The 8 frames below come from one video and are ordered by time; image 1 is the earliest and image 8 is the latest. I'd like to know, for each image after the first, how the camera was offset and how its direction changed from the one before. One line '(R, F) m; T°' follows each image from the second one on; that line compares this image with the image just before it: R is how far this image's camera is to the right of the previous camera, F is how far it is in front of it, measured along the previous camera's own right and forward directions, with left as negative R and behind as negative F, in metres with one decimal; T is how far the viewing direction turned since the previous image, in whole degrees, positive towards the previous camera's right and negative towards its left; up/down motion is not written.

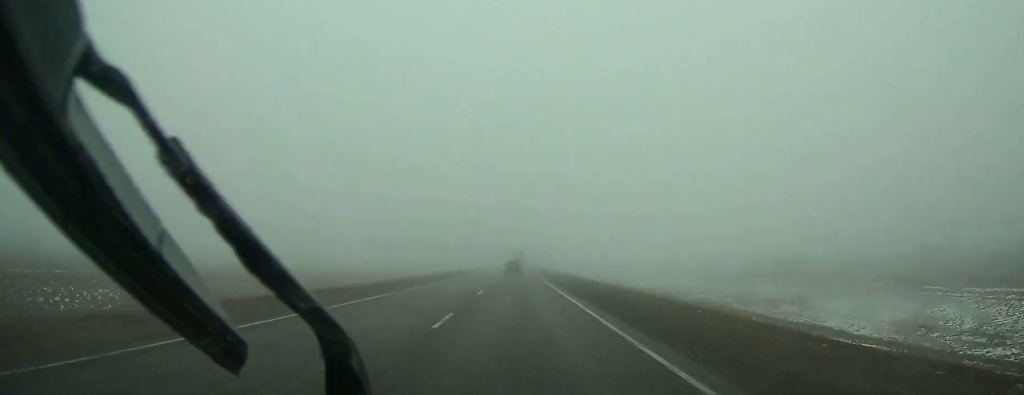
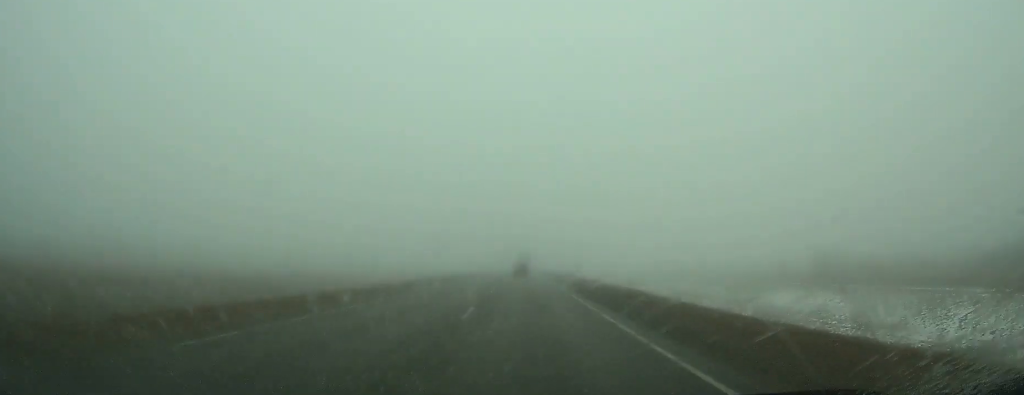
(-0.3, +76.0) m; 0°
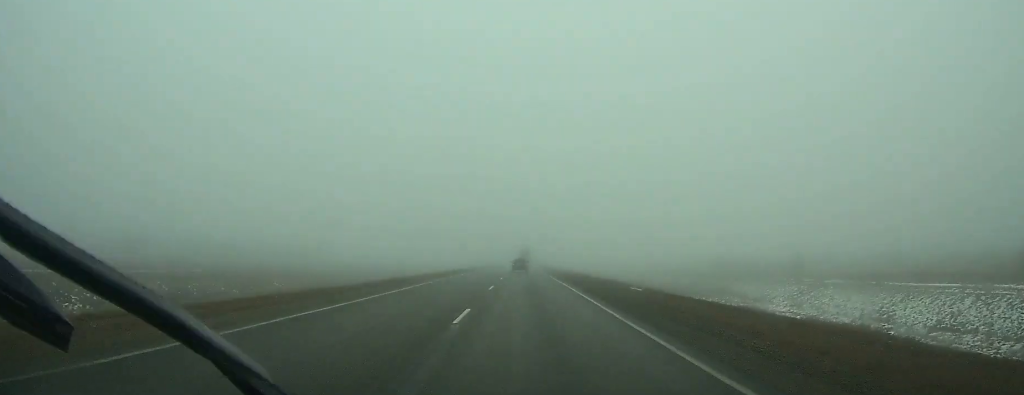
(+0.1, +45.8) m; 0°
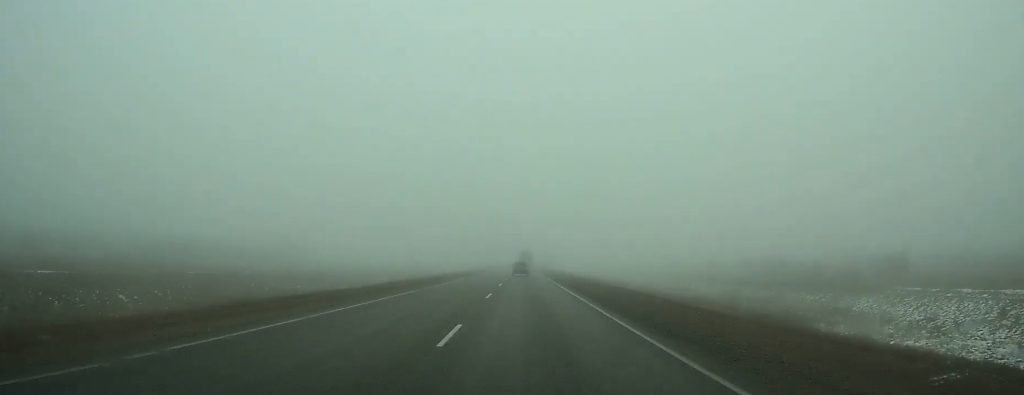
(0.0, +25.6) m; 0°
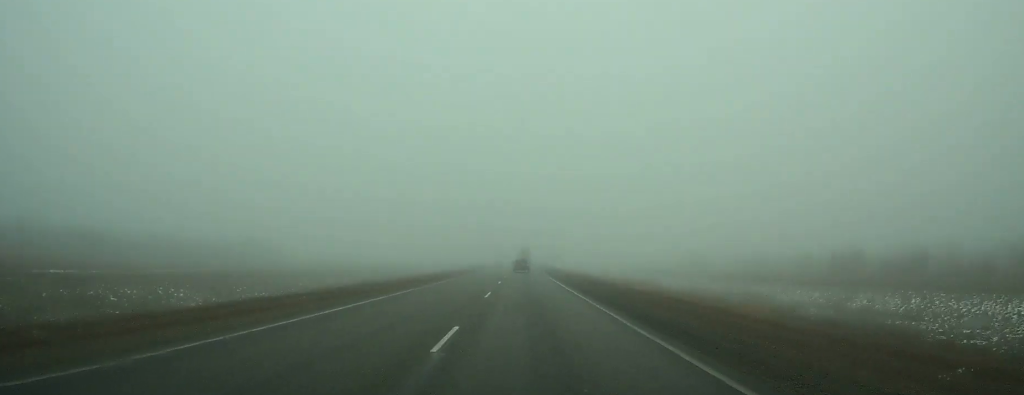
(0.0, +25.6) m; 0°
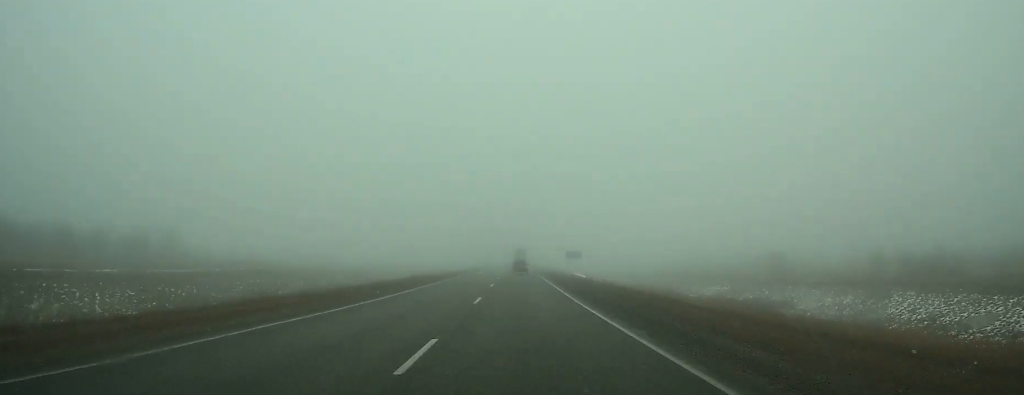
(0.0, +54.0) m; 0°
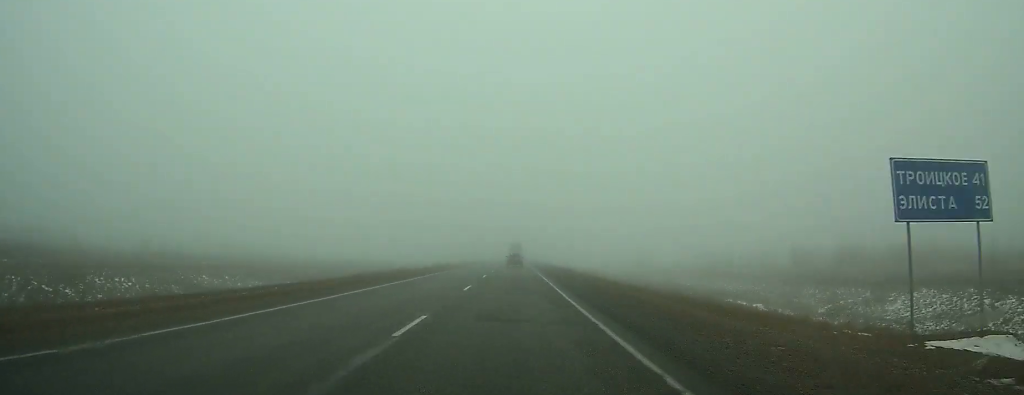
(+0.2, +77.8) m; 0°
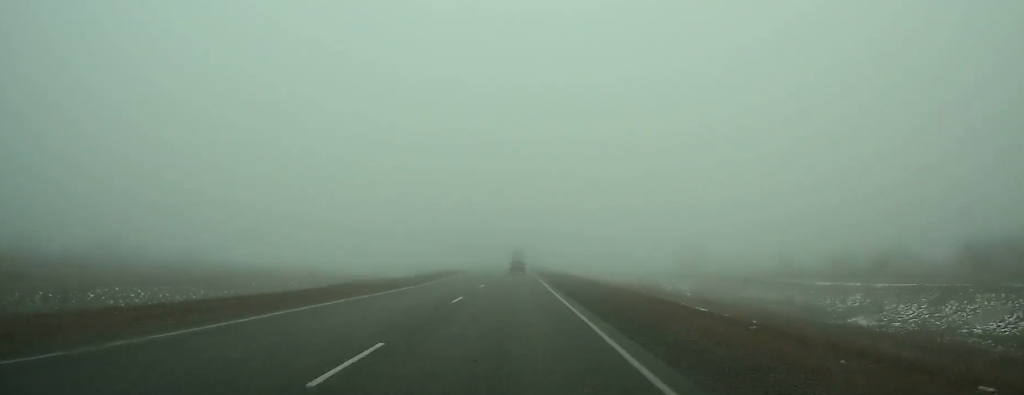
(+0.1, +54.7) m; 0°
